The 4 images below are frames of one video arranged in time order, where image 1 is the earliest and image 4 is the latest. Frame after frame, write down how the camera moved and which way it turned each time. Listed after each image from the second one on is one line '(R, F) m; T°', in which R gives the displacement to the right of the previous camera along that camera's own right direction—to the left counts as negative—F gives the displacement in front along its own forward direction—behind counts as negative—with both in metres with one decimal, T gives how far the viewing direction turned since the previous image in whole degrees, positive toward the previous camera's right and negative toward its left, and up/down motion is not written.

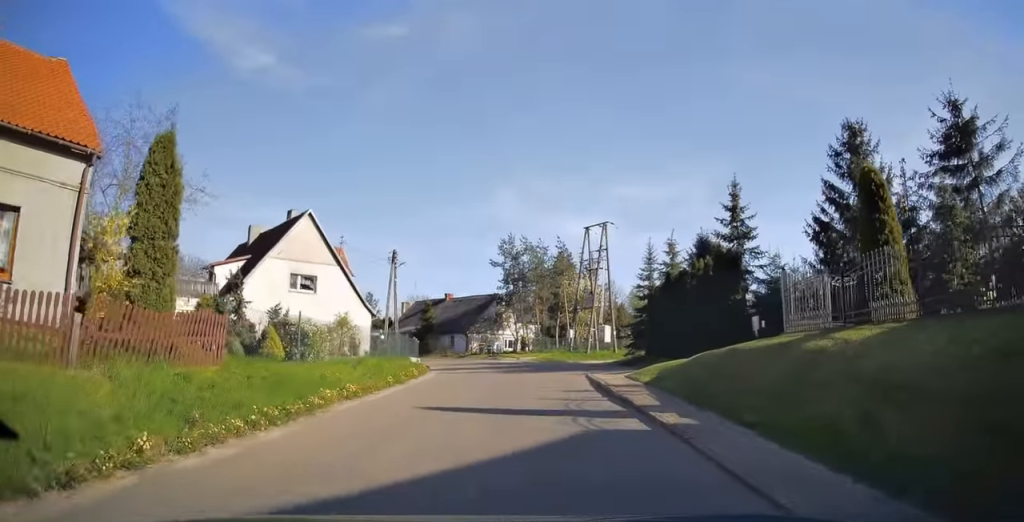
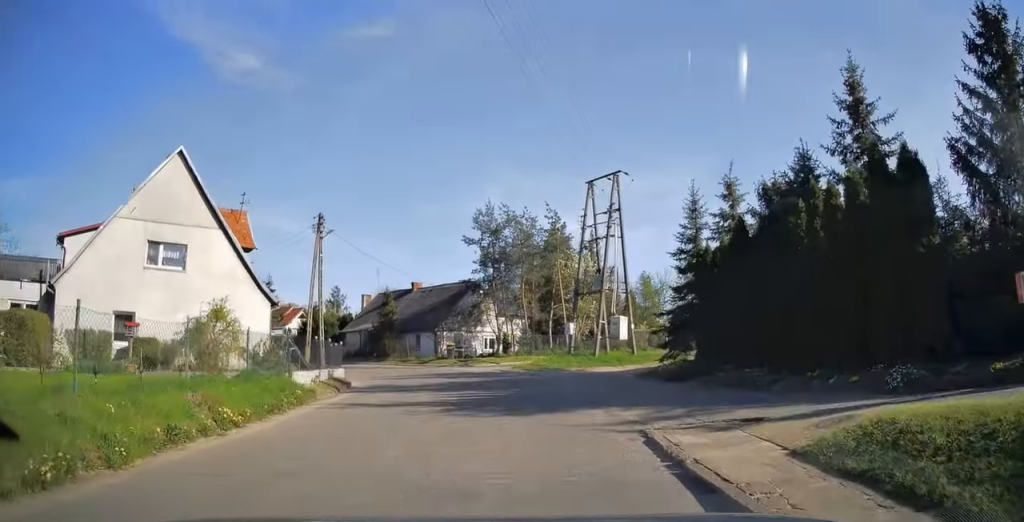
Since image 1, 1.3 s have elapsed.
(0.0, +13.7) m; -1°
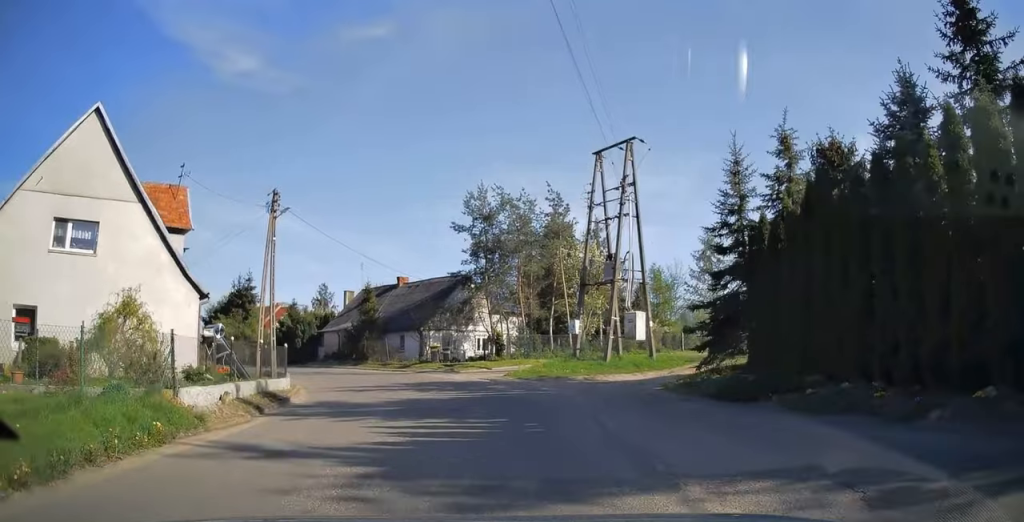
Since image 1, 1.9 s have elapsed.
(0.0, +5.8) m; -1°
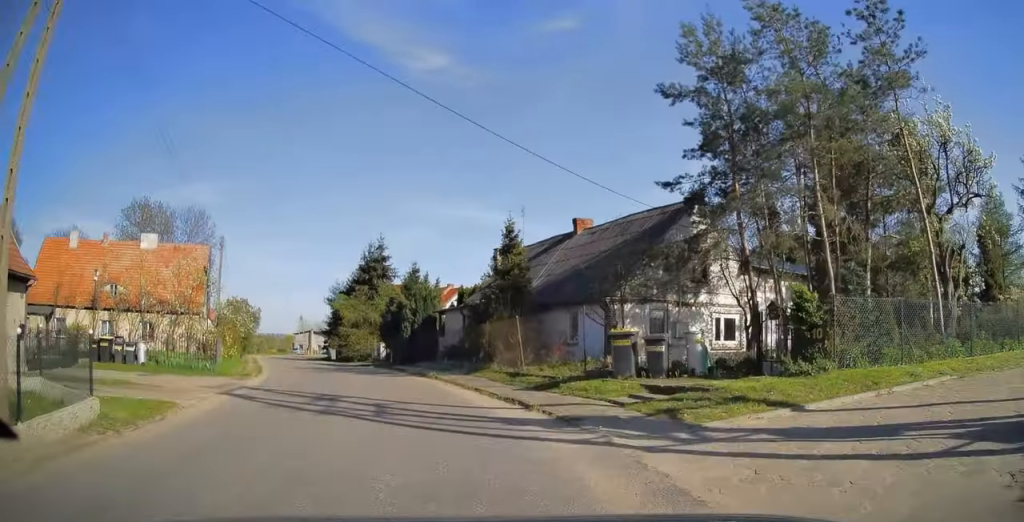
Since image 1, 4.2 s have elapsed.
(-2.1, +22.1) m; -18°
